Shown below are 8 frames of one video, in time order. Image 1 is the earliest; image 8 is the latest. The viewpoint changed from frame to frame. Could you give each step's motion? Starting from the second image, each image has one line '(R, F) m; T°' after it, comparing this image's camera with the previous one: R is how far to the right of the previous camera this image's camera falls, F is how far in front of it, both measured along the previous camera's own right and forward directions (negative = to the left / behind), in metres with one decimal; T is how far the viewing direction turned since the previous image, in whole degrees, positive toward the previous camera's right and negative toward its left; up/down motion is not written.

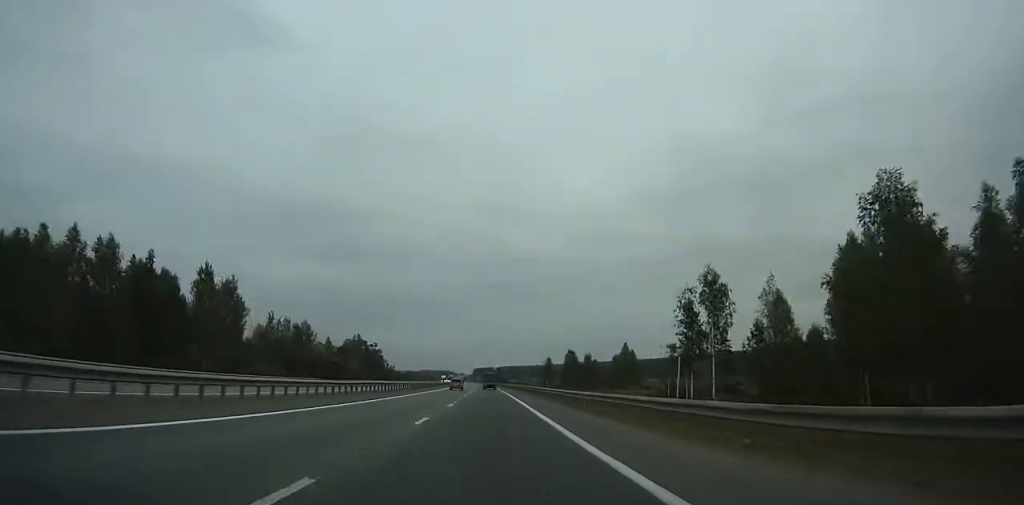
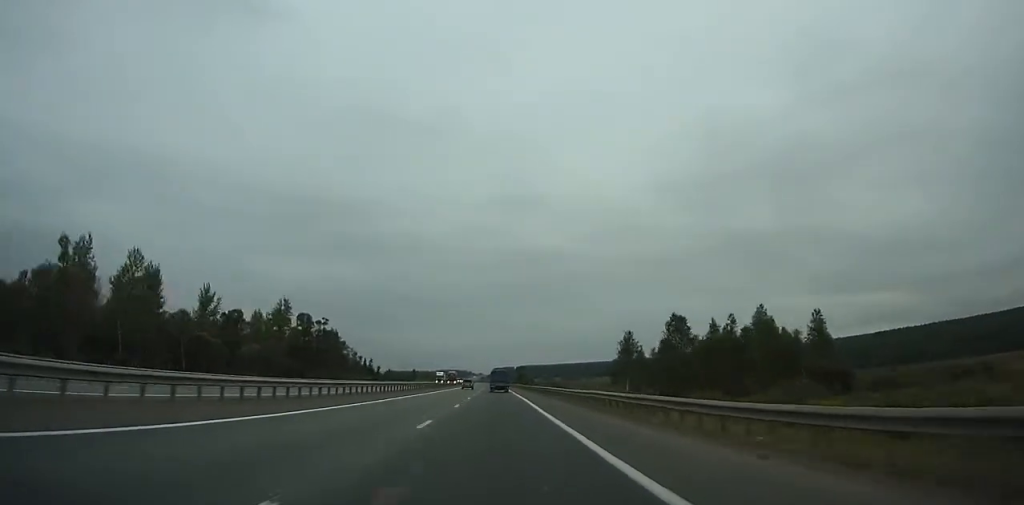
(+5.0, +96.5) m; -3°
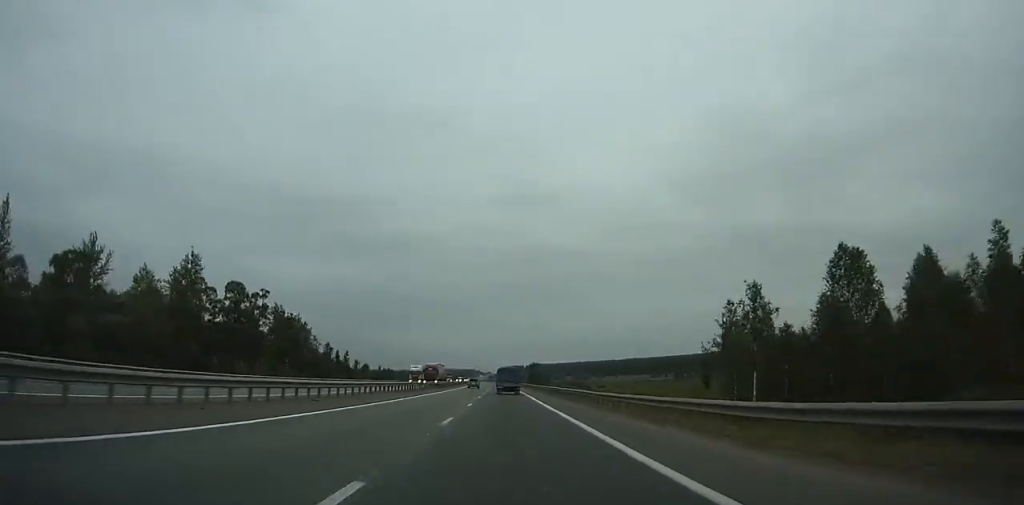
(-0.4, +46.2) m; -3°
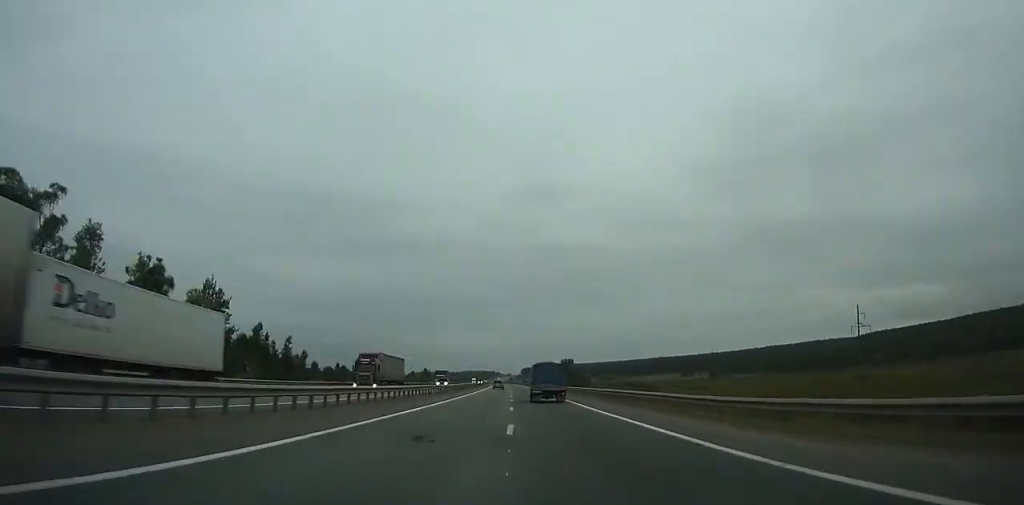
(-10.0, +62.9) m; -5°
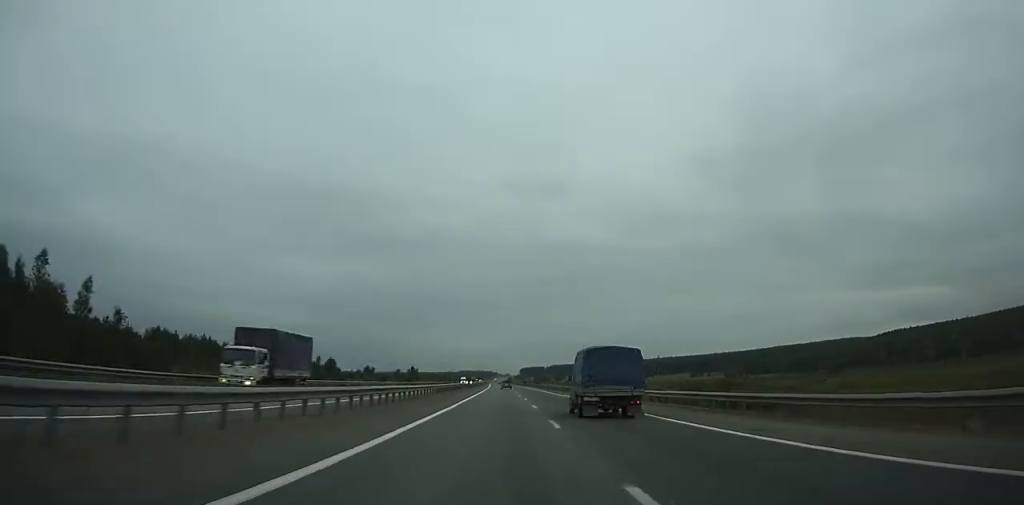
(+2.6, +58.2) m; +2°
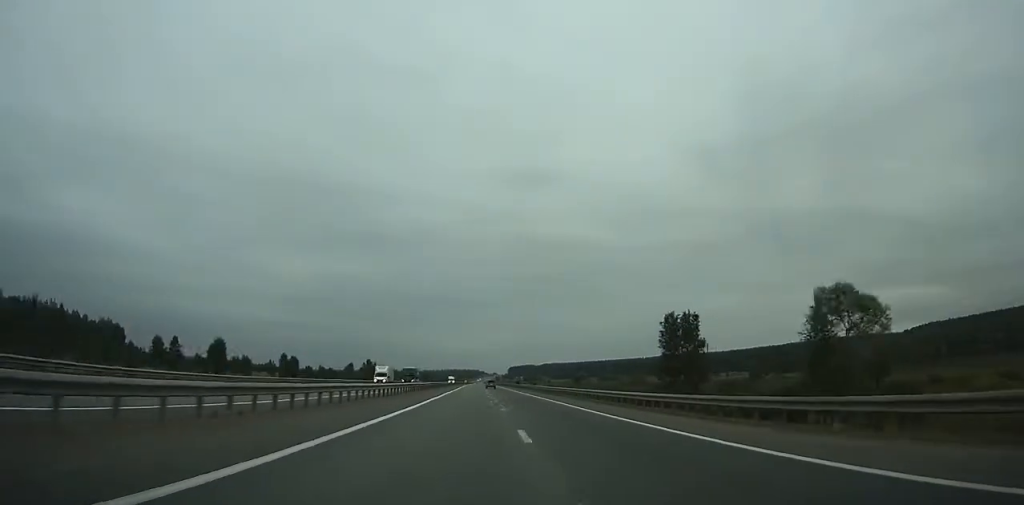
(+3.5, +101.4) m; +2°
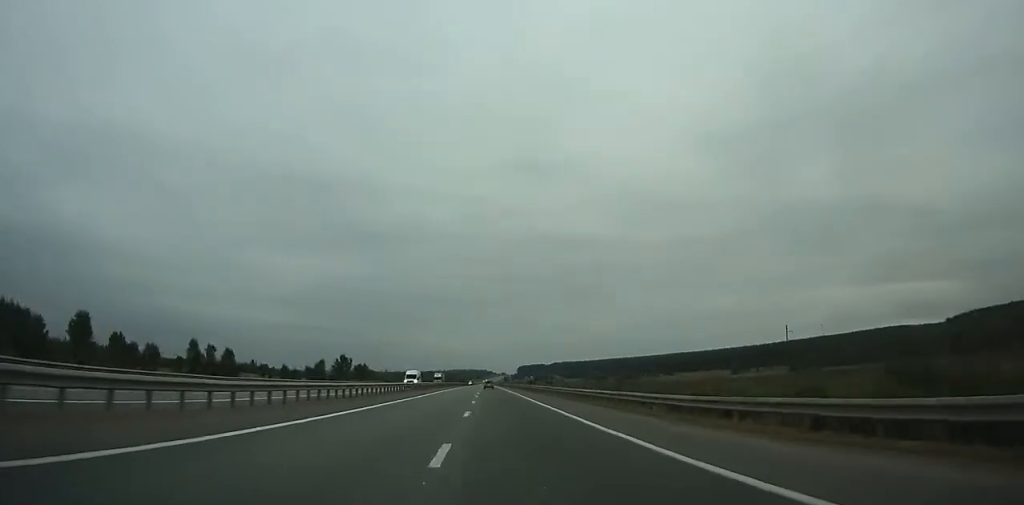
(+0.1, +64.3) m; 0°
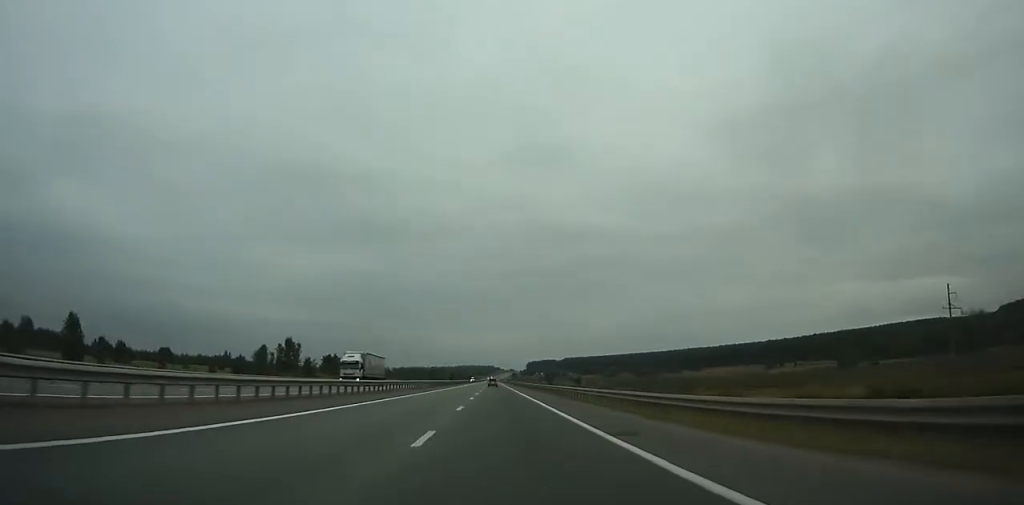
(0.0, +69.9) m; 0°
